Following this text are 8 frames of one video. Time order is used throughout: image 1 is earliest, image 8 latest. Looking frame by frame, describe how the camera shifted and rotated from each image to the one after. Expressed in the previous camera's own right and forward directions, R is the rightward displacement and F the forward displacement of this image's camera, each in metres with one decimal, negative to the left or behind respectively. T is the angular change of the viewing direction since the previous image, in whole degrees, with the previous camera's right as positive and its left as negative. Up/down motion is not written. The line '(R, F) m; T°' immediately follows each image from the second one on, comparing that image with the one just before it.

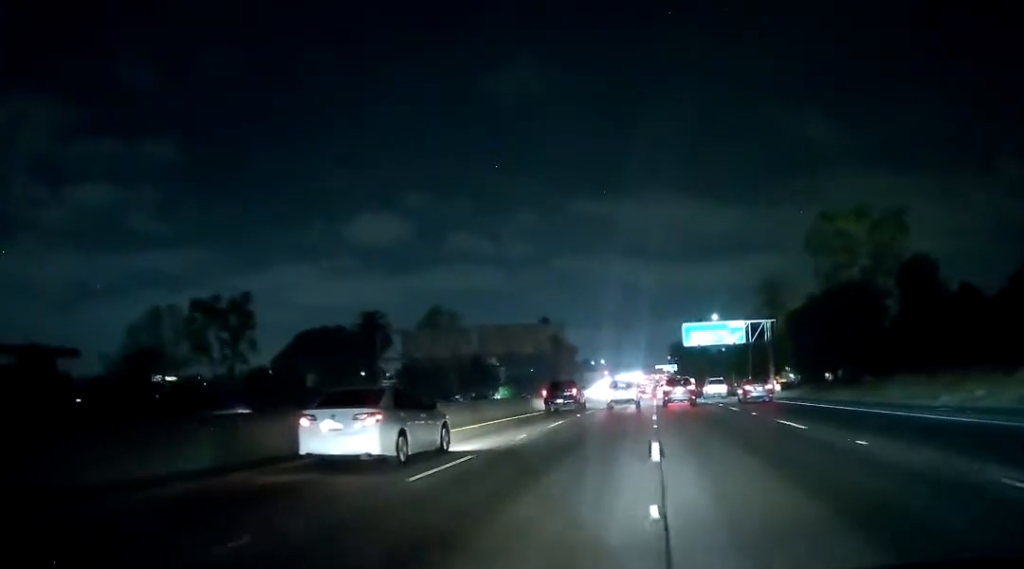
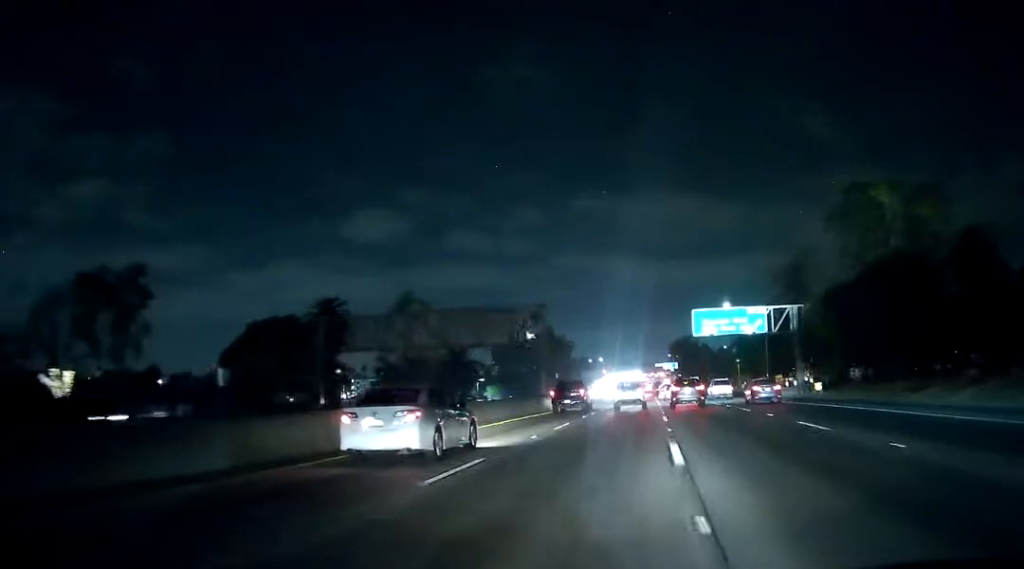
(0.0, +16.1) m; 0°
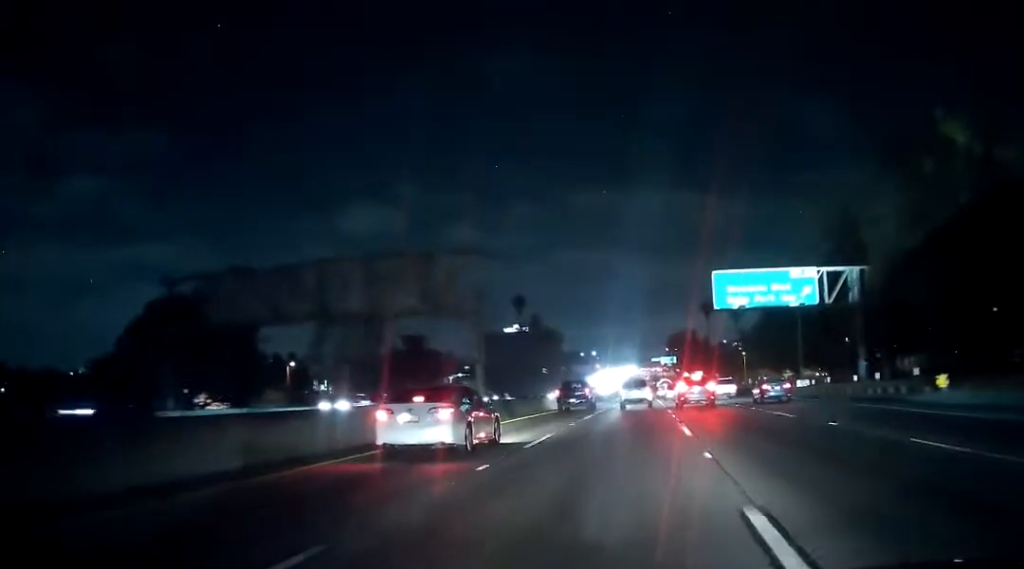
(+0.1, +23.0) m; +1°
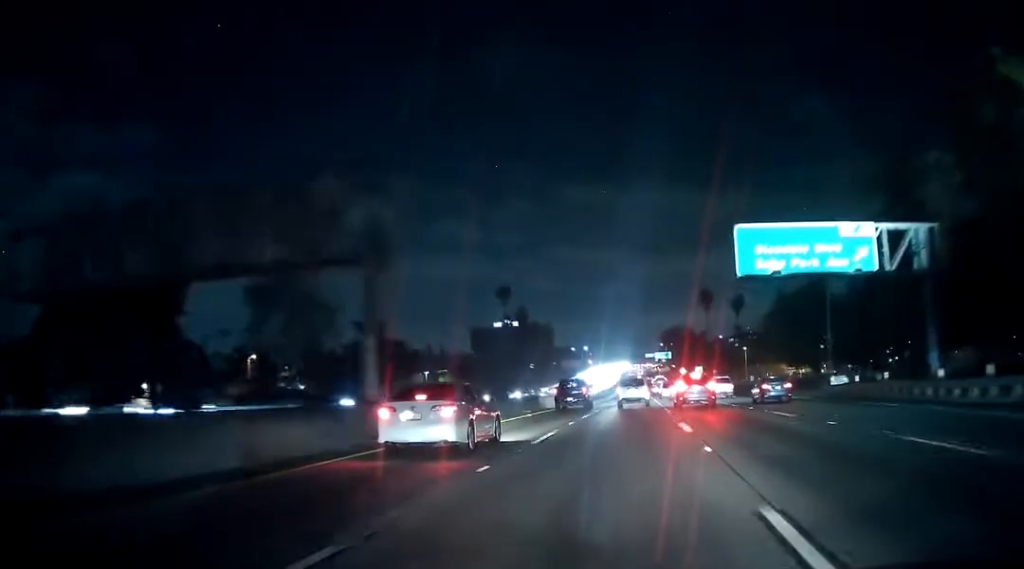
(+0.3, +14.1) m; 0°
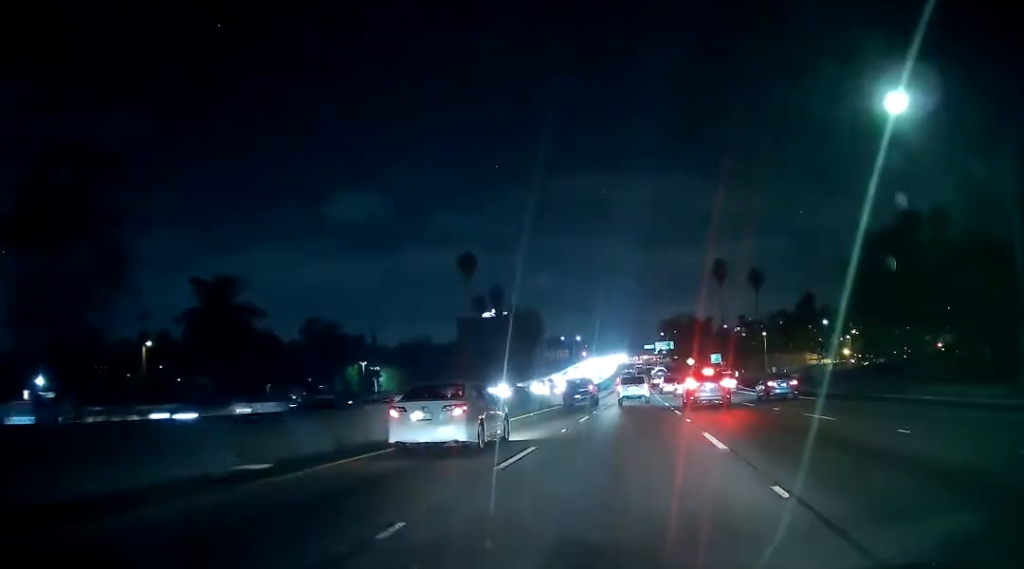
(-0.2, +34.8) m; -1°
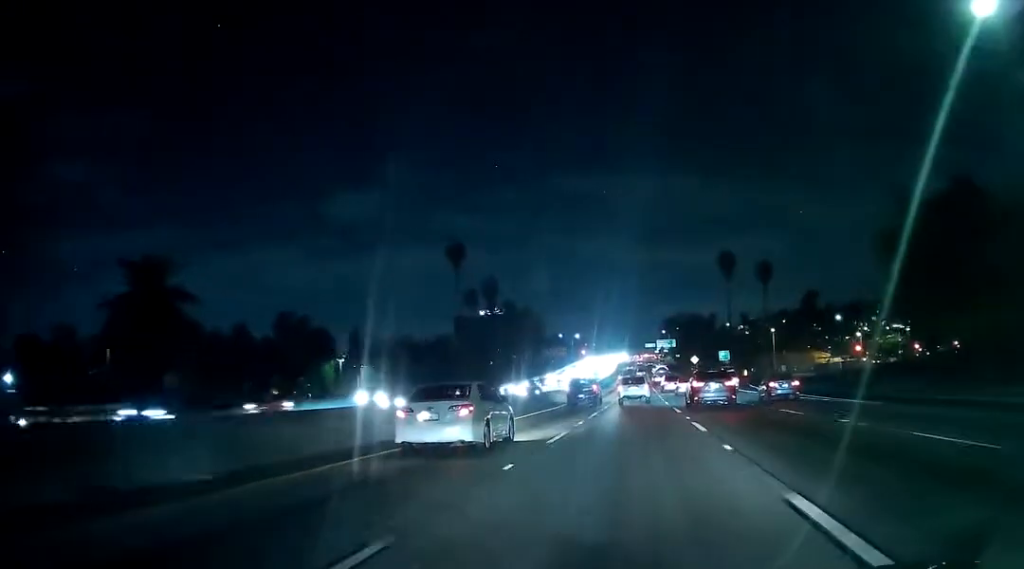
(0.0, +9.1) m; 0°
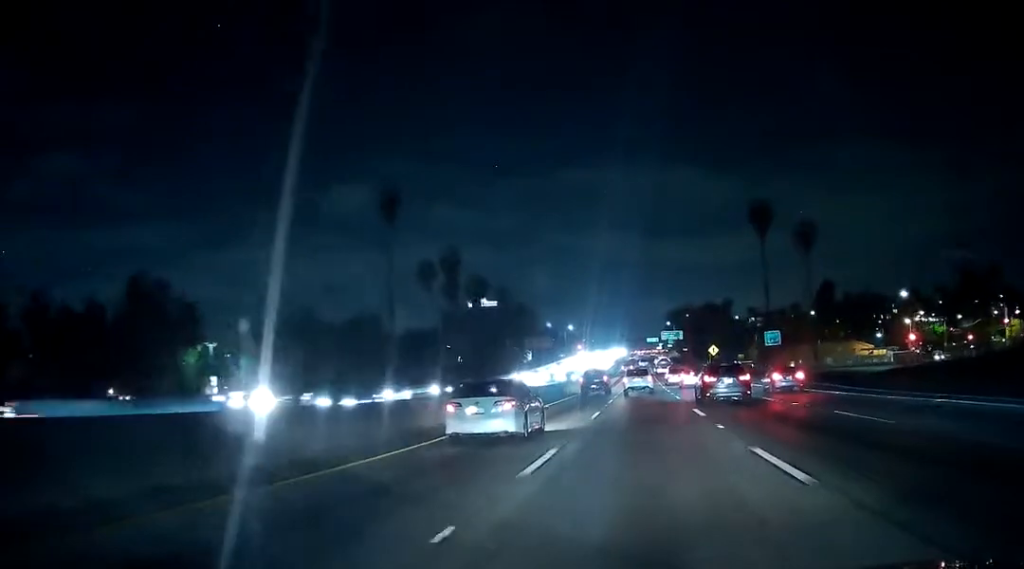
(-0.2, +35.8) m; 0°
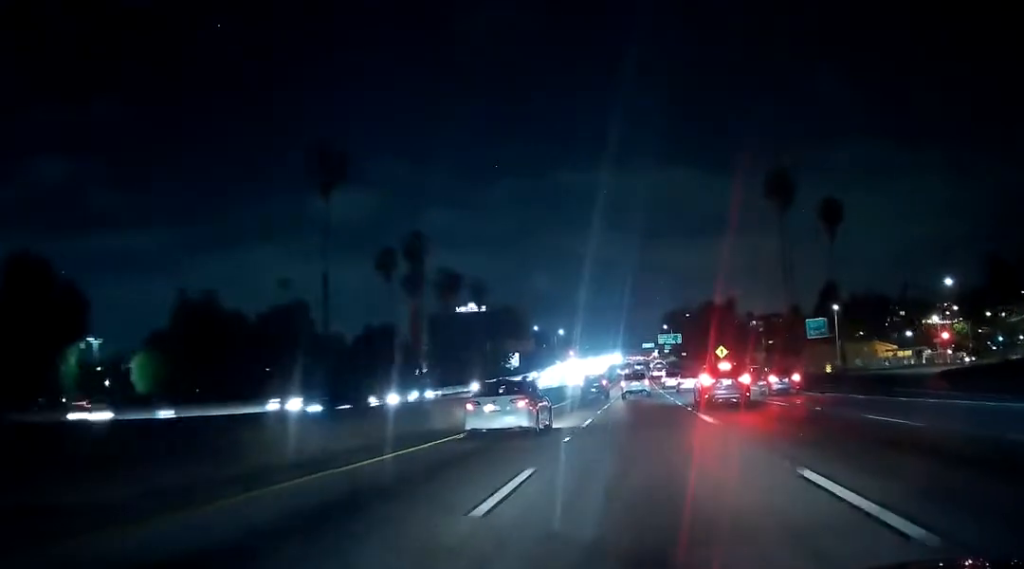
(0.0, +18.6) m; +1°
